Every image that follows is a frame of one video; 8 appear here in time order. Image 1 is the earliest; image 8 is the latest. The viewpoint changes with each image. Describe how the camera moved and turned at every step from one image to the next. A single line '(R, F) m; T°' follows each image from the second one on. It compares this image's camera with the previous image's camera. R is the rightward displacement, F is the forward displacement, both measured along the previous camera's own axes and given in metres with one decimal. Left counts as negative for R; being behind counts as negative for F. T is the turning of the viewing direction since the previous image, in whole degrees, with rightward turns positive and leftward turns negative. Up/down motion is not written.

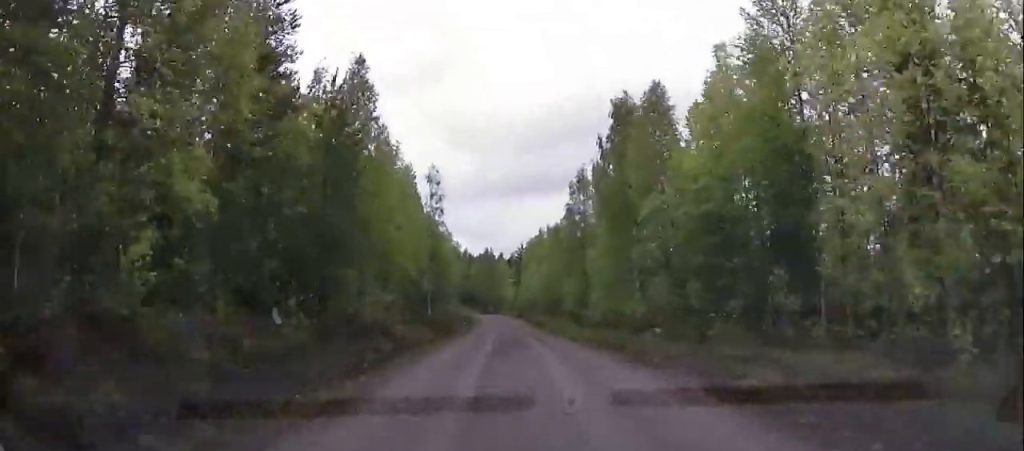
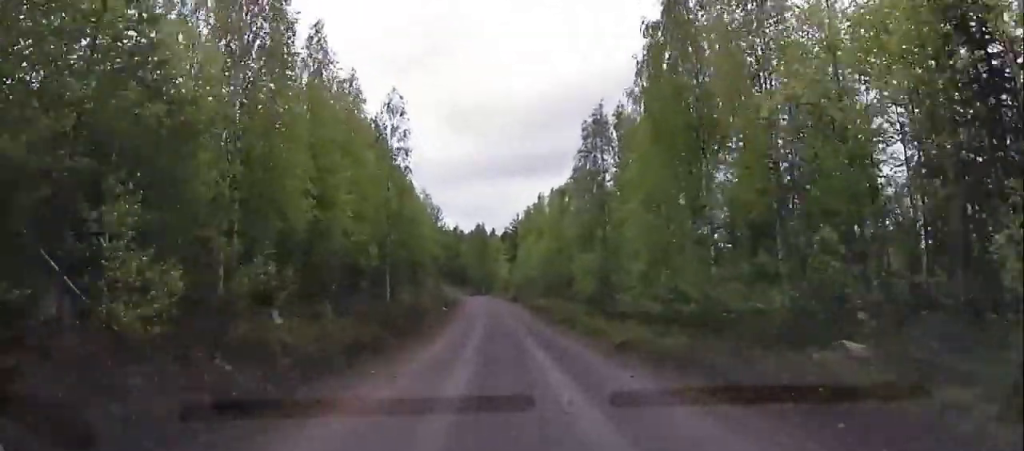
(-1.2, +16.6) m; +7°
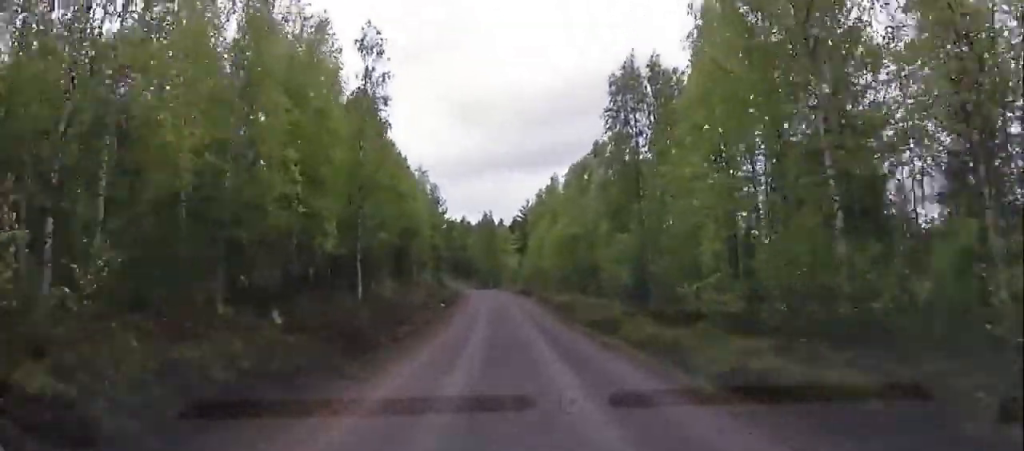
(+1.7, +8.3) m; +4°
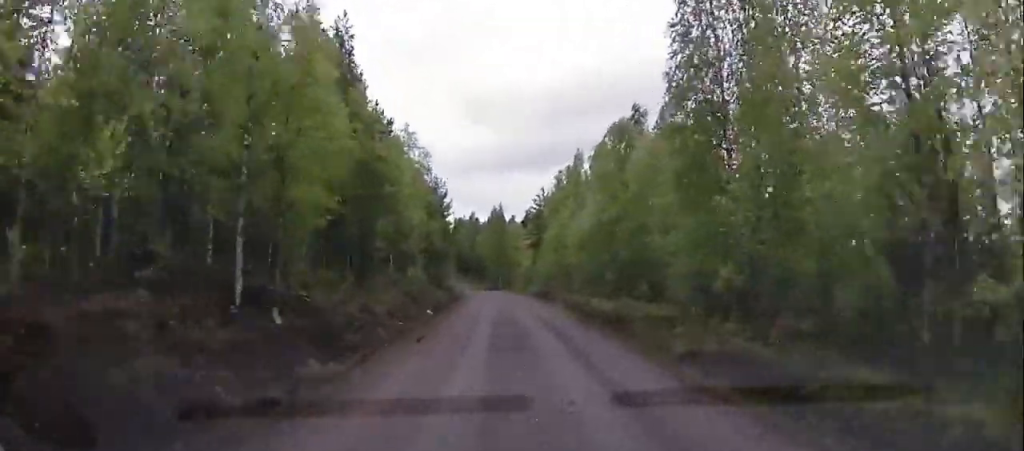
(+1.1, +11.9) m; 0°
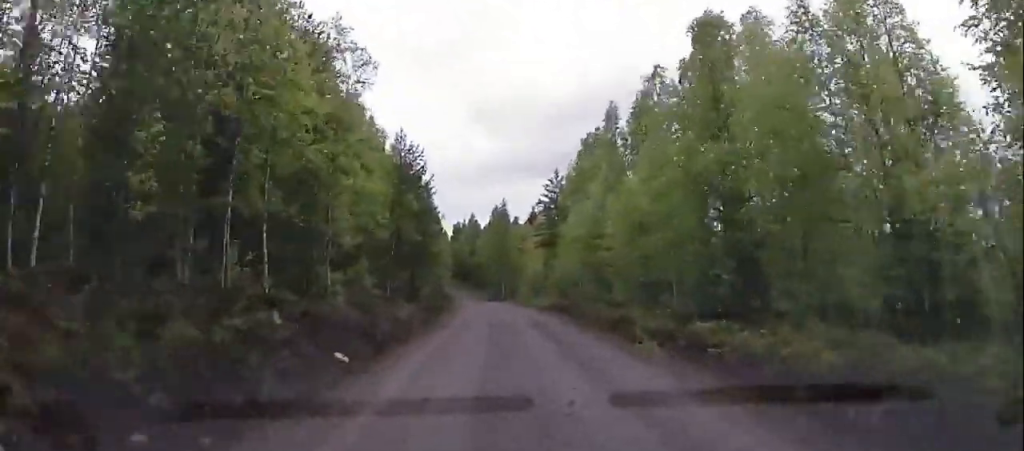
(-1.7, +16.4) m; -6°
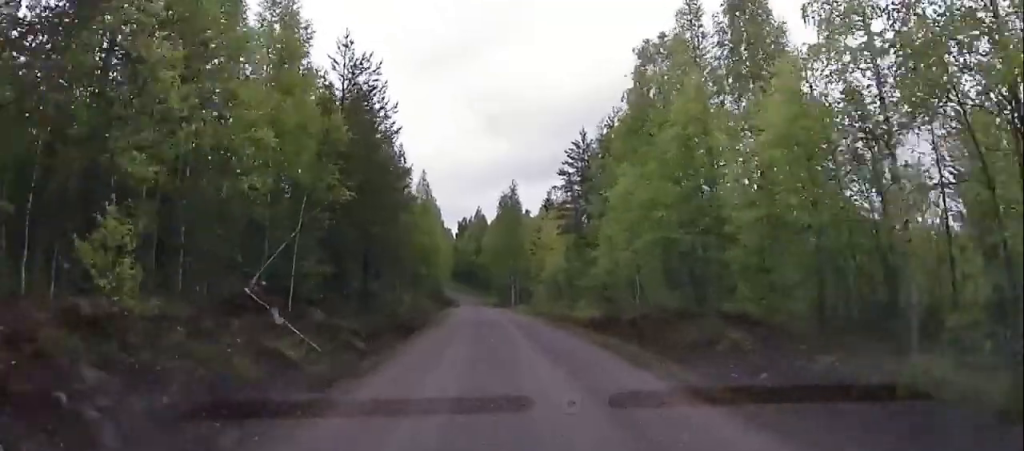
(0.0, +16.4) m; 0°
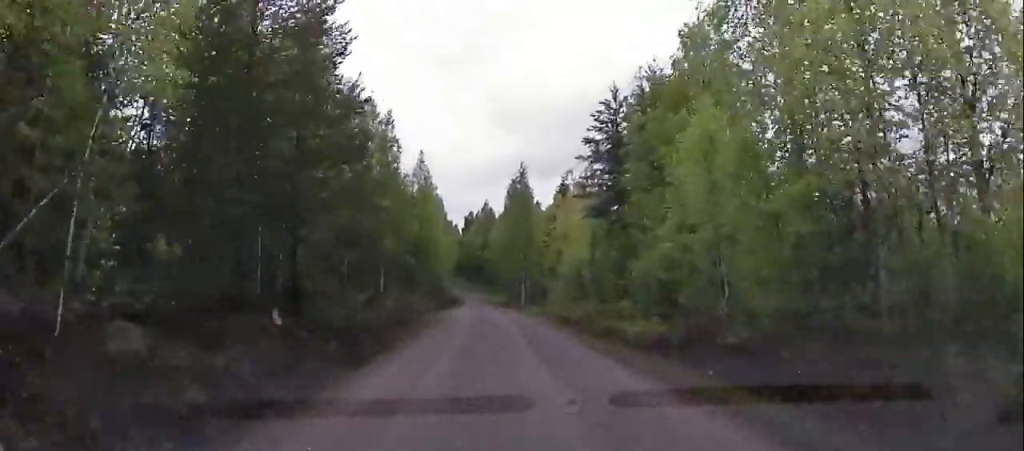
(+0.3, +10.2) m; -1°
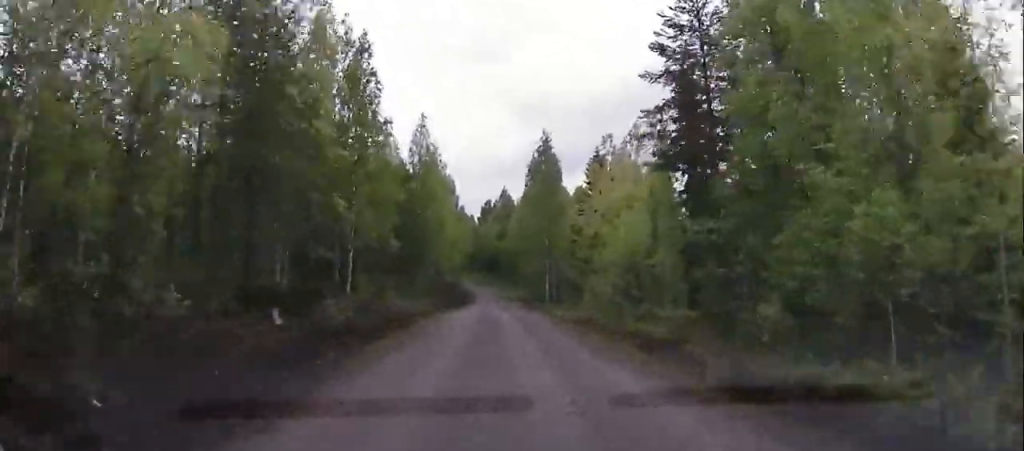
(-0.8, +13.3) m; -3°
